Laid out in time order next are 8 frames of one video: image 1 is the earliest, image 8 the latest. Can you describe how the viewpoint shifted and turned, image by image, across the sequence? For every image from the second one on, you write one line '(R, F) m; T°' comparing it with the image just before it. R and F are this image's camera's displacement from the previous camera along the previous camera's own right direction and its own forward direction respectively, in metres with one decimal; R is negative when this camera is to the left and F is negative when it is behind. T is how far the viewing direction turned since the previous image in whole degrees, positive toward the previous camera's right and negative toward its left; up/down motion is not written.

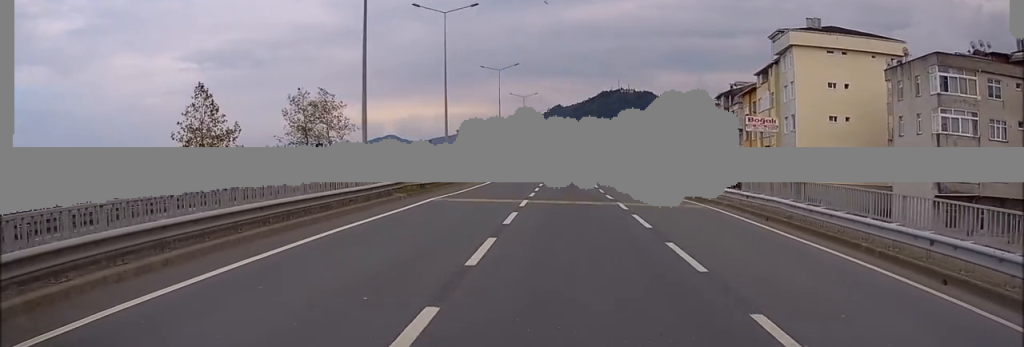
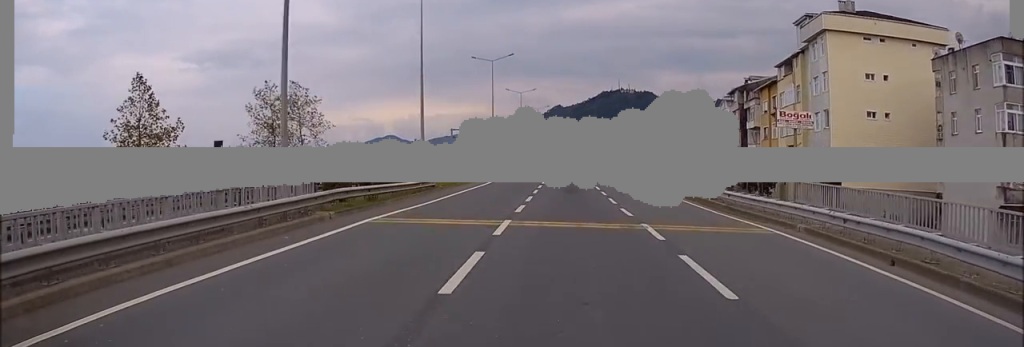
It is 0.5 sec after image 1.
(0.0, +8.4) m; 0°
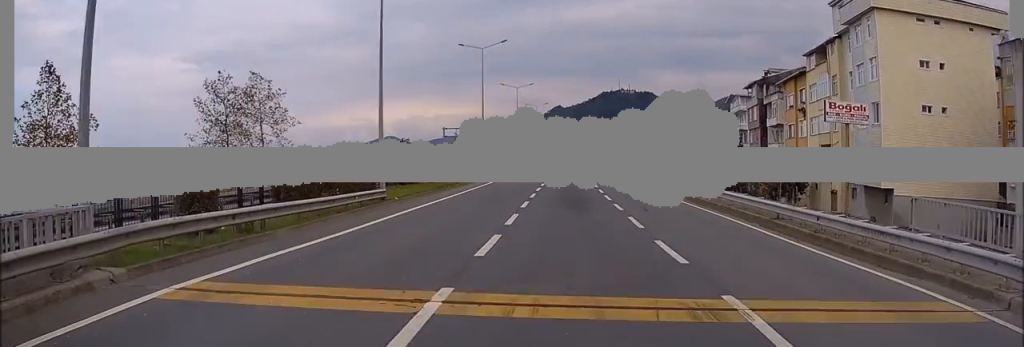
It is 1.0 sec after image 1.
(0.0, +9.0) m; 0°
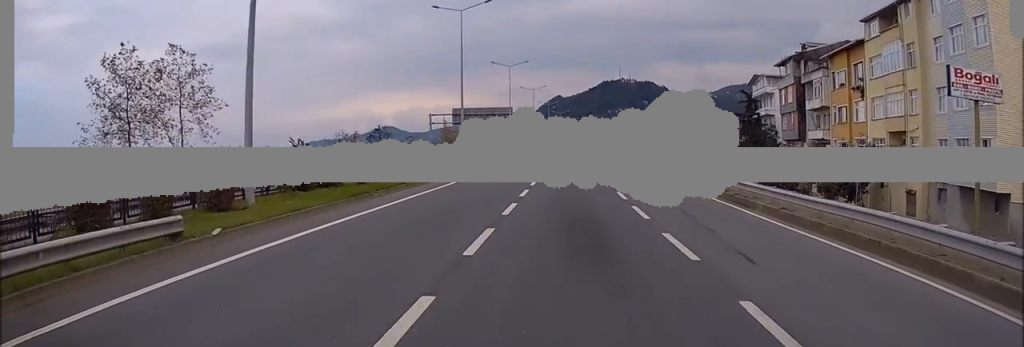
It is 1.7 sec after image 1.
(0.0, +13.2) m; 0°
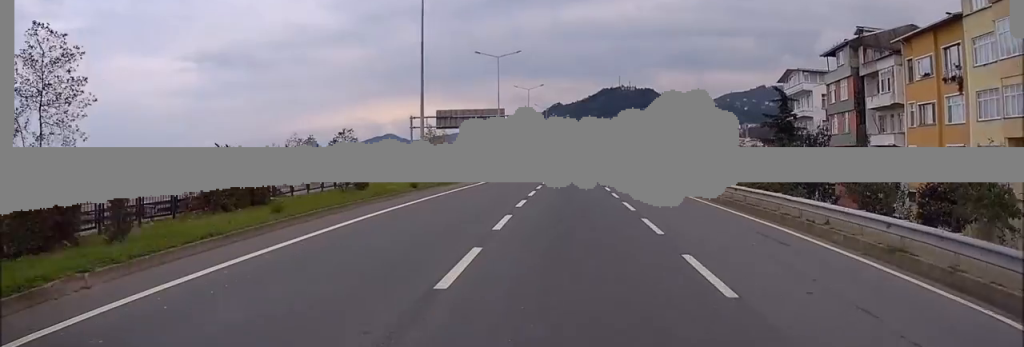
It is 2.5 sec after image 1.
(-0.2, +14.4) m; 0°
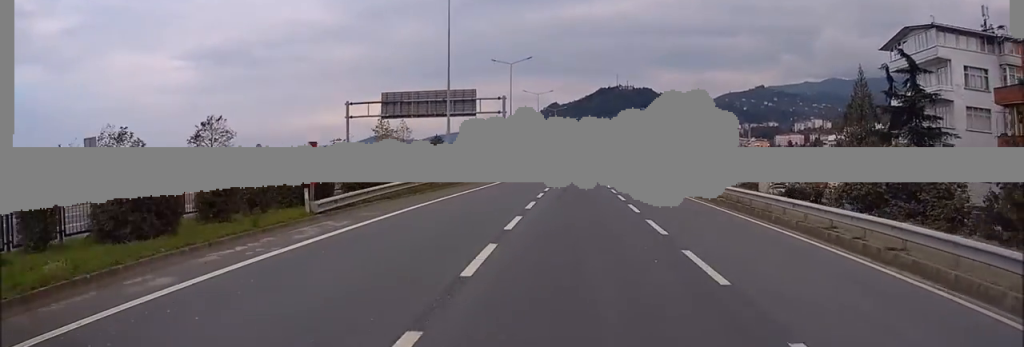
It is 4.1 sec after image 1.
(+0.5, +29.5) m; +2°
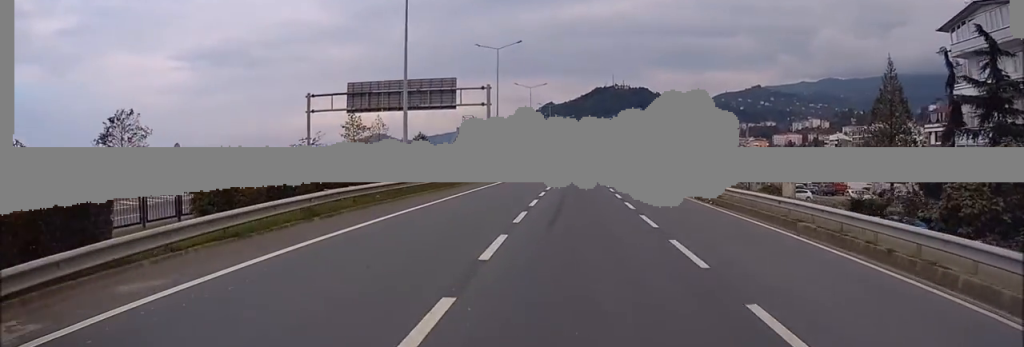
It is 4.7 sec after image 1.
(+0.1, +10.8) m; 0°
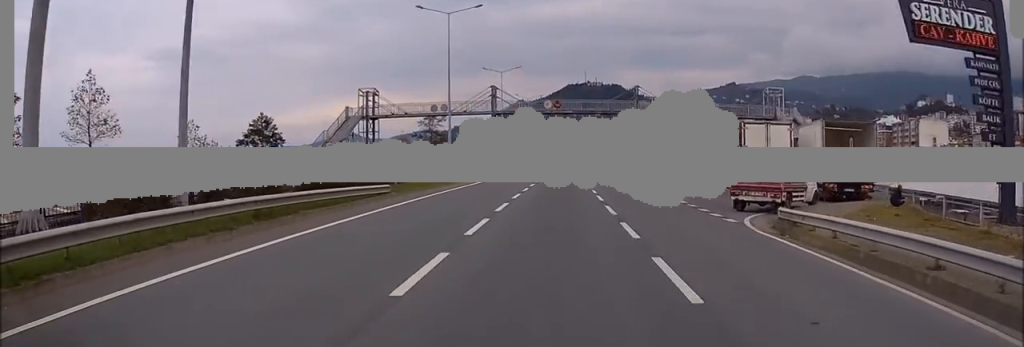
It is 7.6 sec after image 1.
(0.0, +51.6) m; +2°
